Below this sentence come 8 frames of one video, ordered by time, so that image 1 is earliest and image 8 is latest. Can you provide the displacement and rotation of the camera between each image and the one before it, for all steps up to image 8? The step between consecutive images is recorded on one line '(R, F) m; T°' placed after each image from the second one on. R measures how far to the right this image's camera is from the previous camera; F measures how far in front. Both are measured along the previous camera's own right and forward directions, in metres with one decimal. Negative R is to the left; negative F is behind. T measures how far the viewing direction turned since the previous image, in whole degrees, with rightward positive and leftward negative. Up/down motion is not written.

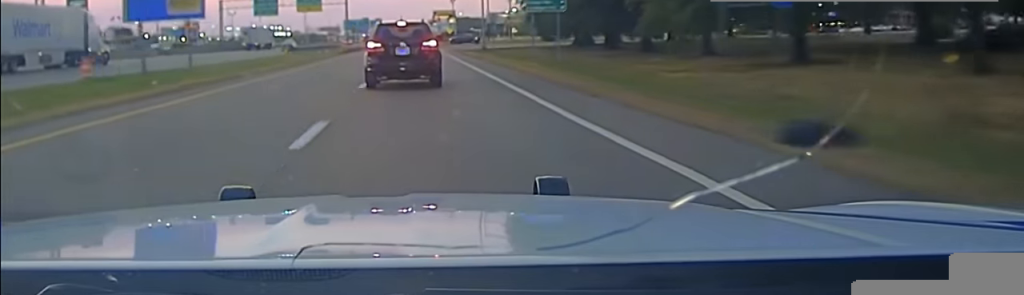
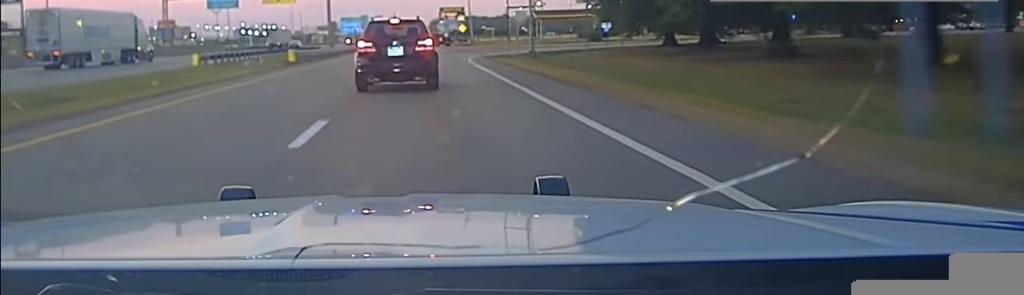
(-0.4, +35.6) m; -1°
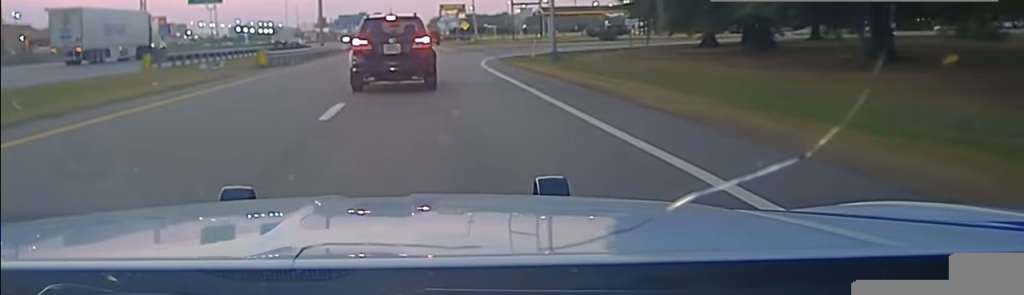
(-0.1, +9.4) m; 0°
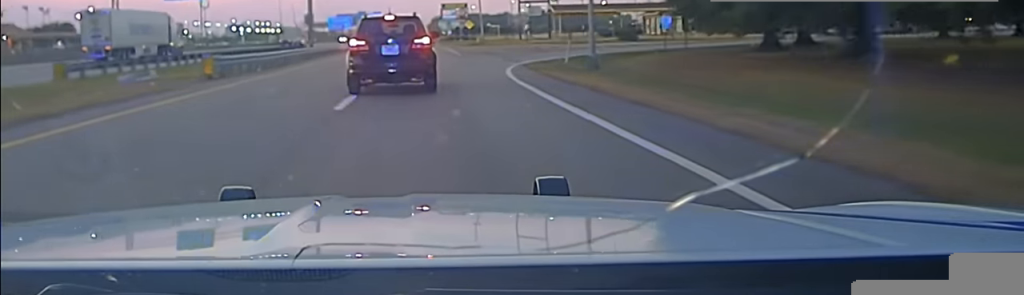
(0.0, +10.6) m; +1°
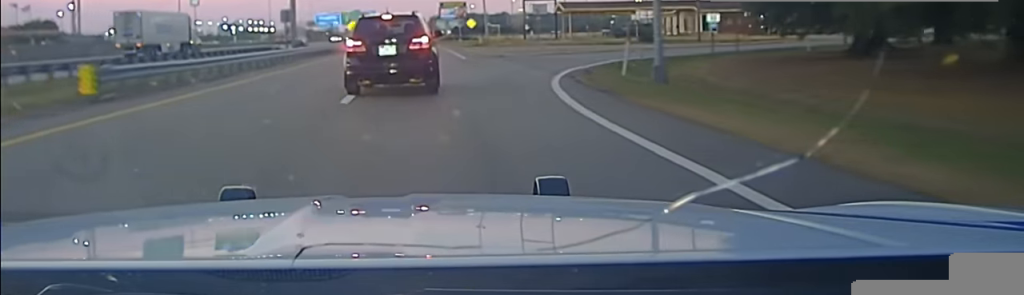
(+0.2, +10.4) m; +2°
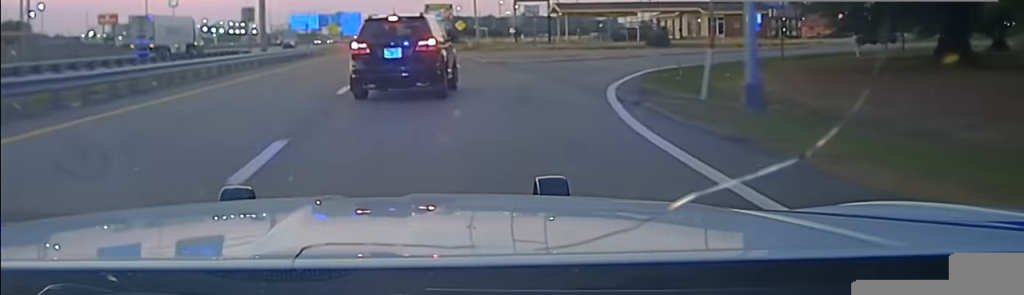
(+0.2, +8.2) m; +3°
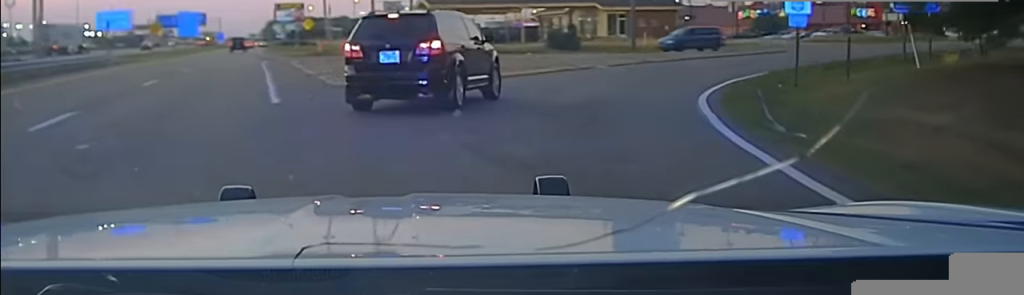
(+1.7, +17.1) m; +14°
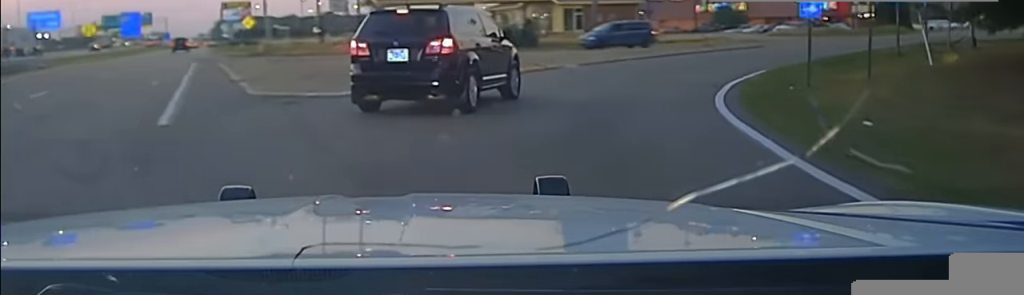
(+0.2, +3.8) m; +4°
